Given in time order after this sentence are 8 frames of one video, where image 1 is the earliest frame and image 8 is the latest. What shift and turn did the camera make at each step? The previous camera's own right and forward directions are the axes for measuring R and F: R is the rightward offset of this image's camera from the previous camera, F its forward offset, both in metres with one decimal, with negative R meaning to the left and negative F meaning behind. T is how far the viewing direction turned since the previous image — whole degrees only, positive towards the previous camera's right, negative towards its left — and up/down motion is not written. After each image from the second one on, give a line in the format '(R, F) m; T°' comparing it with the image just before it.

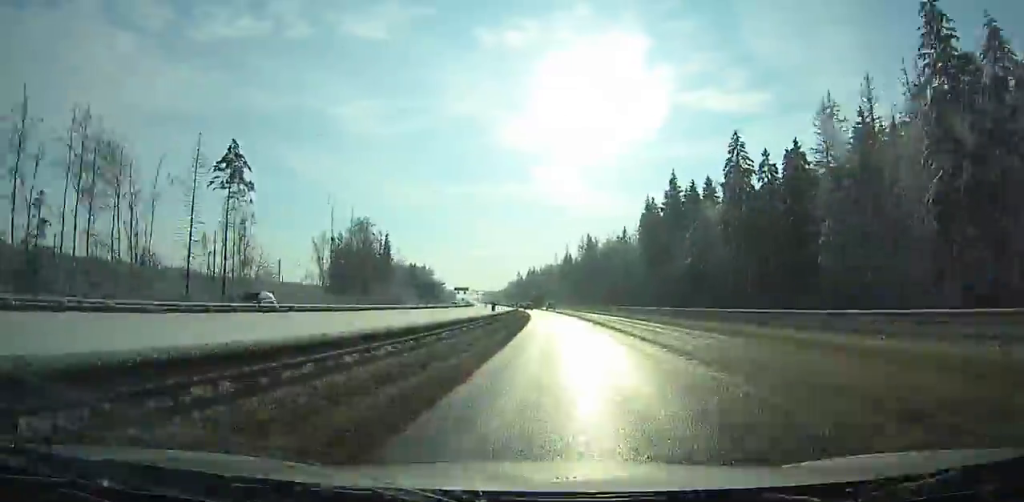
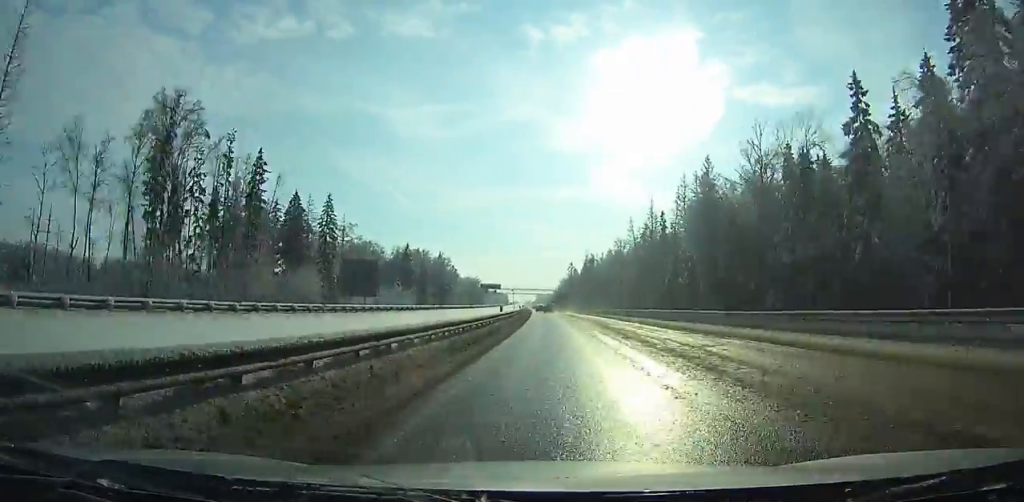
(-5.8, +113.7) m; -5°
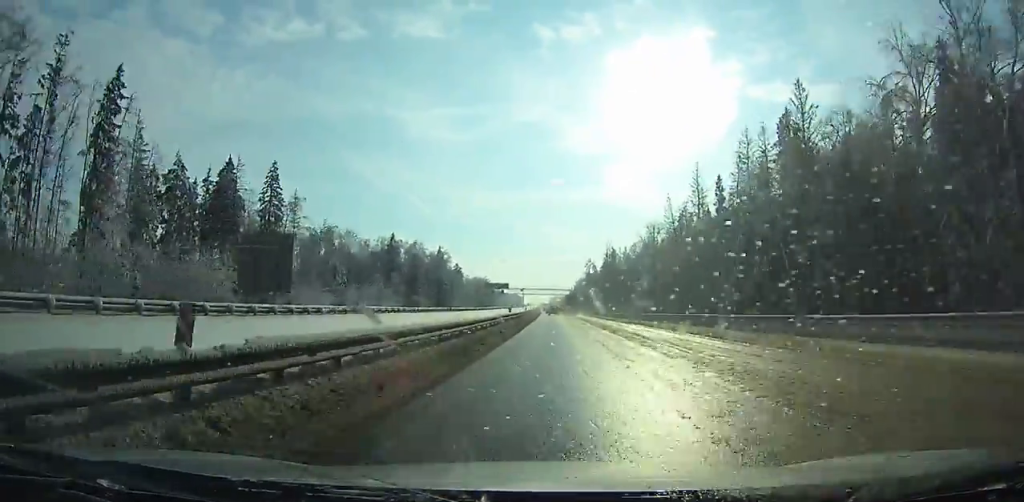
(-0.4, +35.1) m; -1°
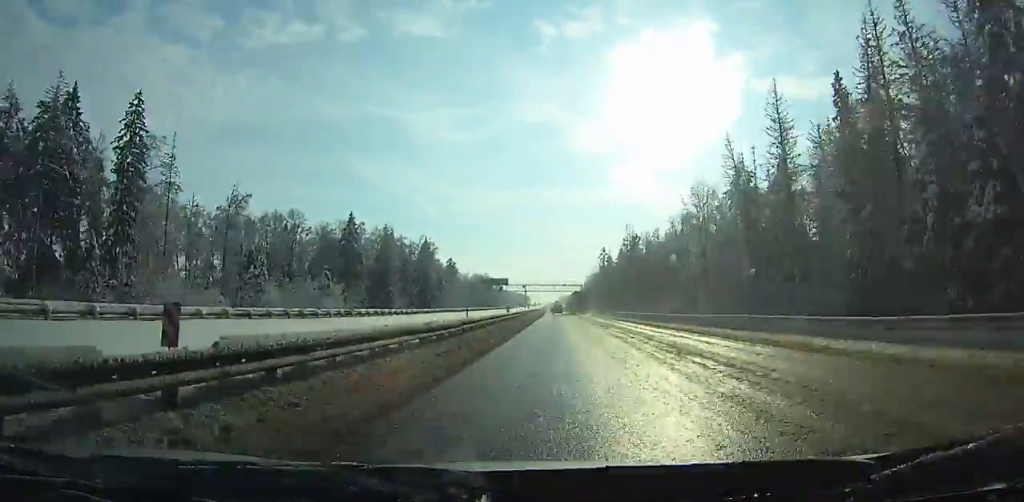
(-0.5, +40.0) m; -1°
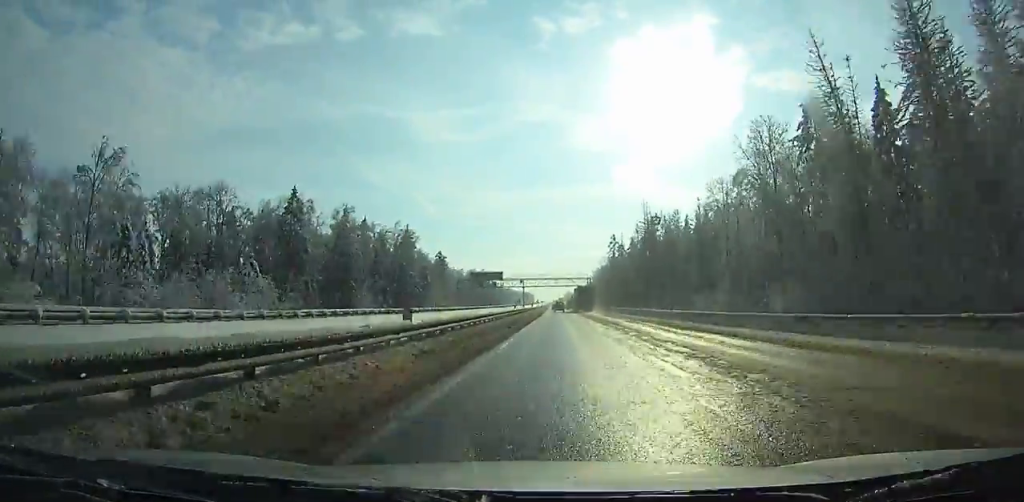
(-0.2, +29.9) m; 0°
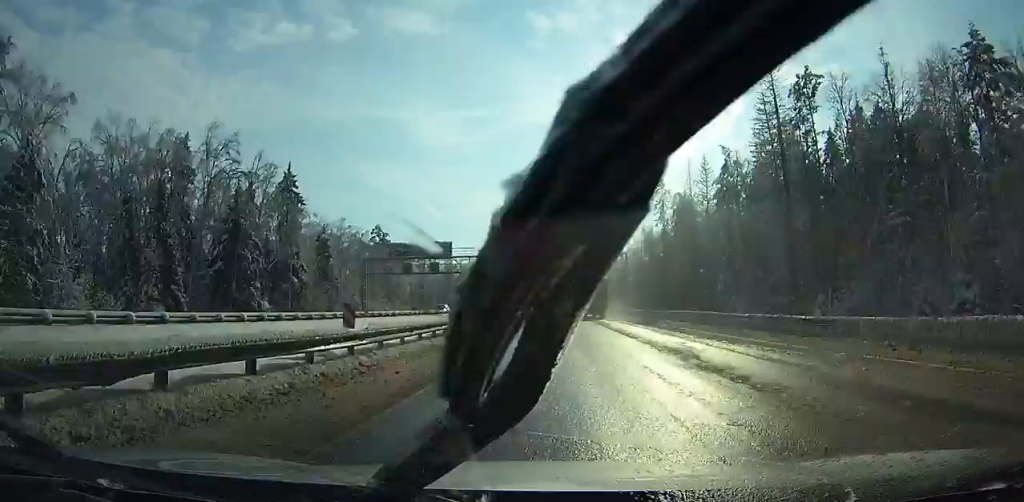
(-0.6, +84.7) m; -1°
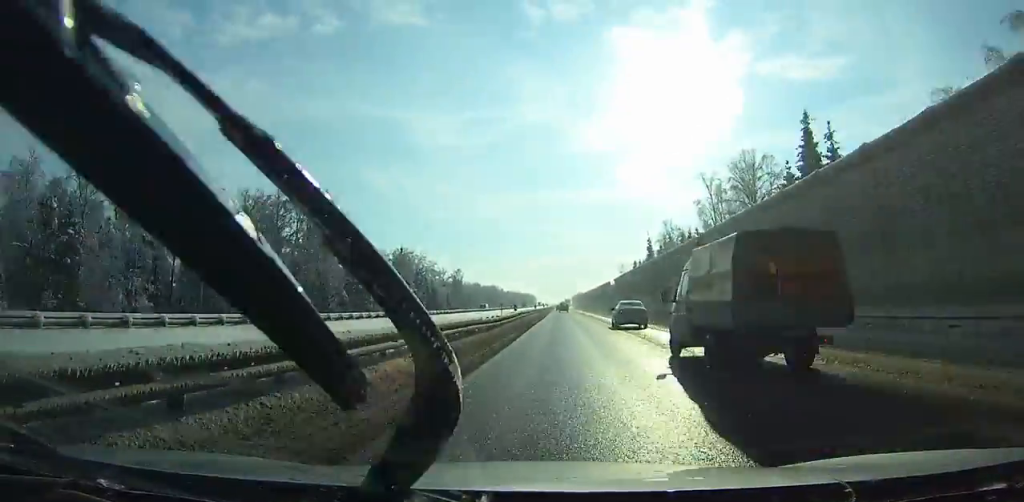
(-0.7, +156.7) m; 0°
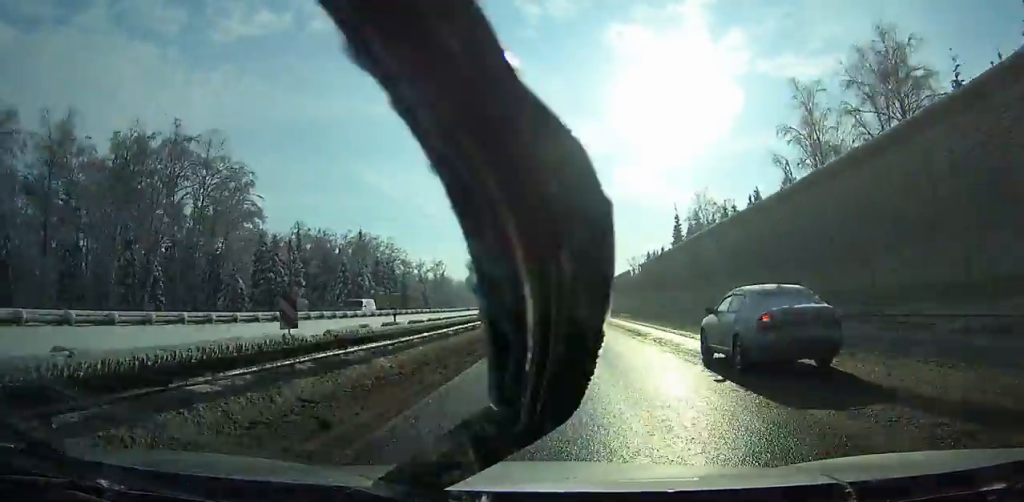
(0.0, +37.2) m; 0°
